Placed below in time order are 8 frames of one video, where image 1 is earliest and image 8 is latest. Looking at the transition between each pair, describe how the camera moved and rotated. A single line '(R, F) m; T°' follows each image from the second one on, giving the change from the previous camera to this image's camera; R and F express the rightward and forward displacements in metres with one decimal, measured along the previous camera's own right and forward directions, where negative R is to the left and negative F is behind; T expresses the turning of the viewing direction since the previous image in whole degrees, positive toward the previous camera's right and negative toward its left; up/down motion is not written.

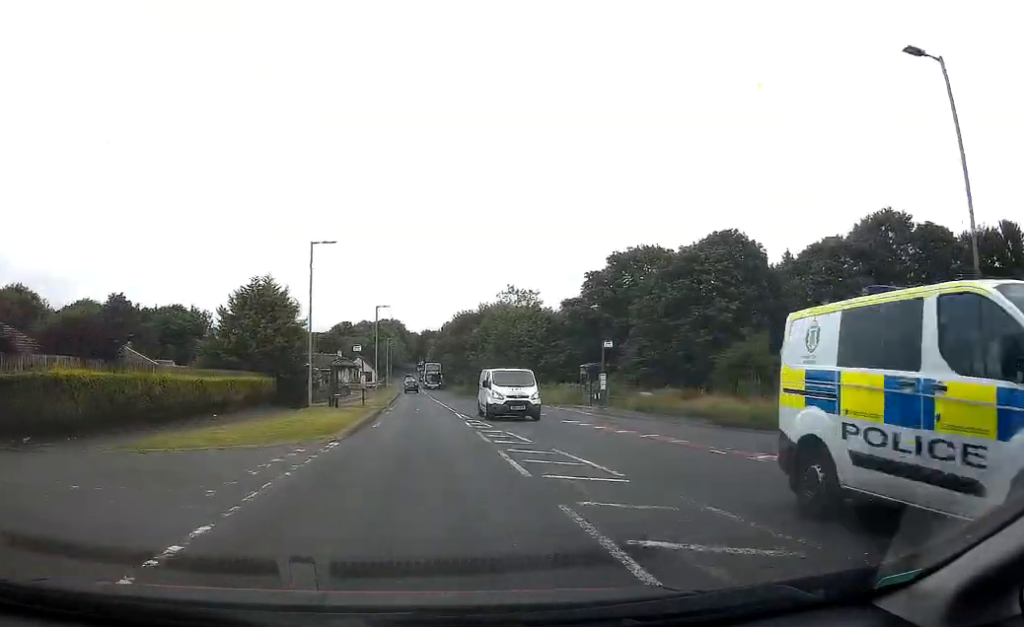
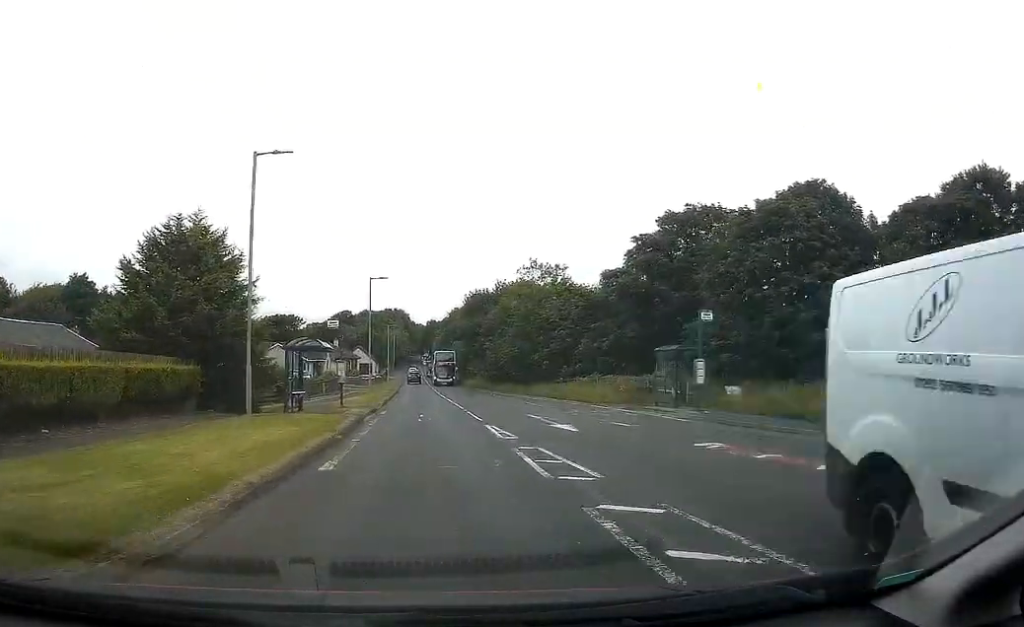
(0.0, +13.6) m; 0°
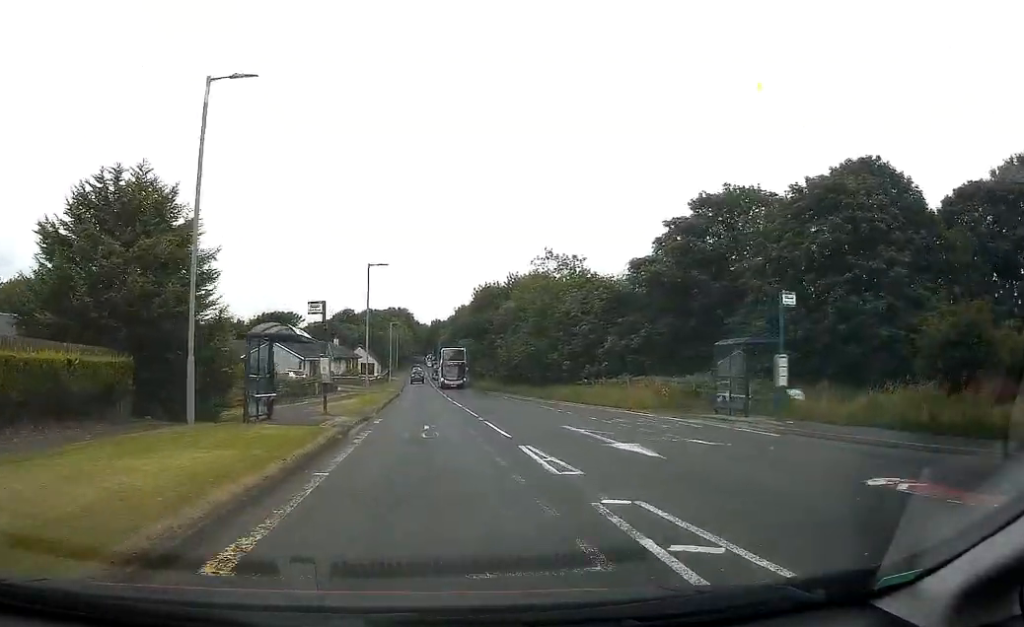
(0.0, +6.1) m; 0°
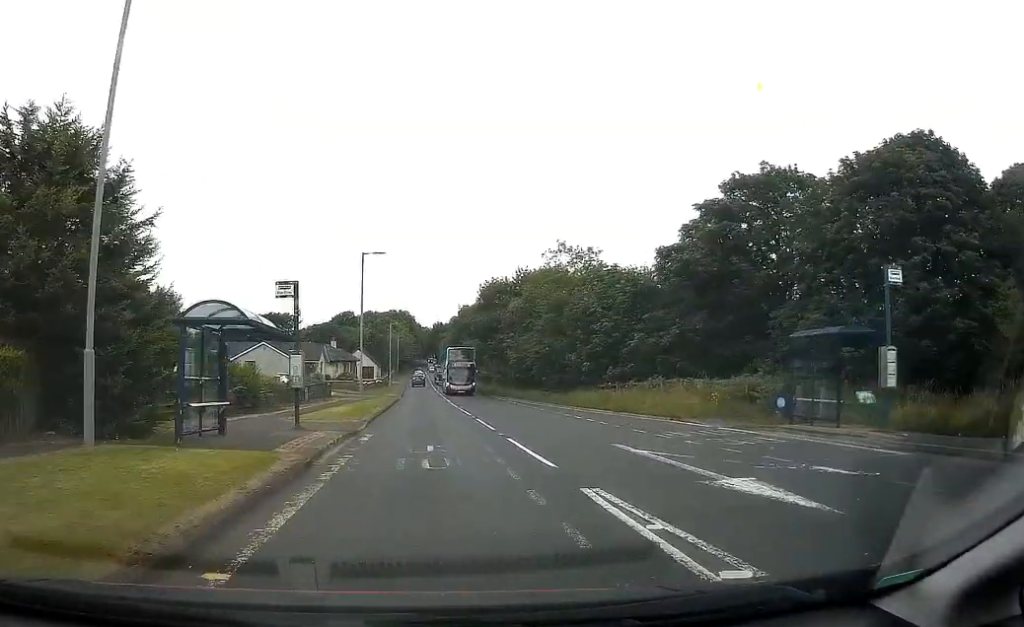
(0.0, +4.9) m; 0°
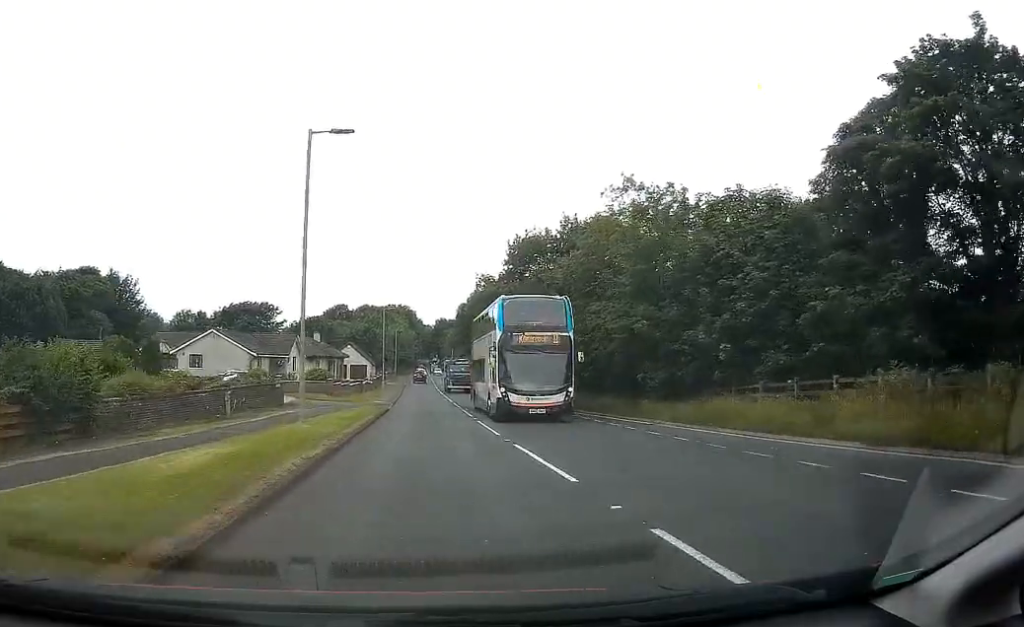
(-0.2, +19.4) m; -1°
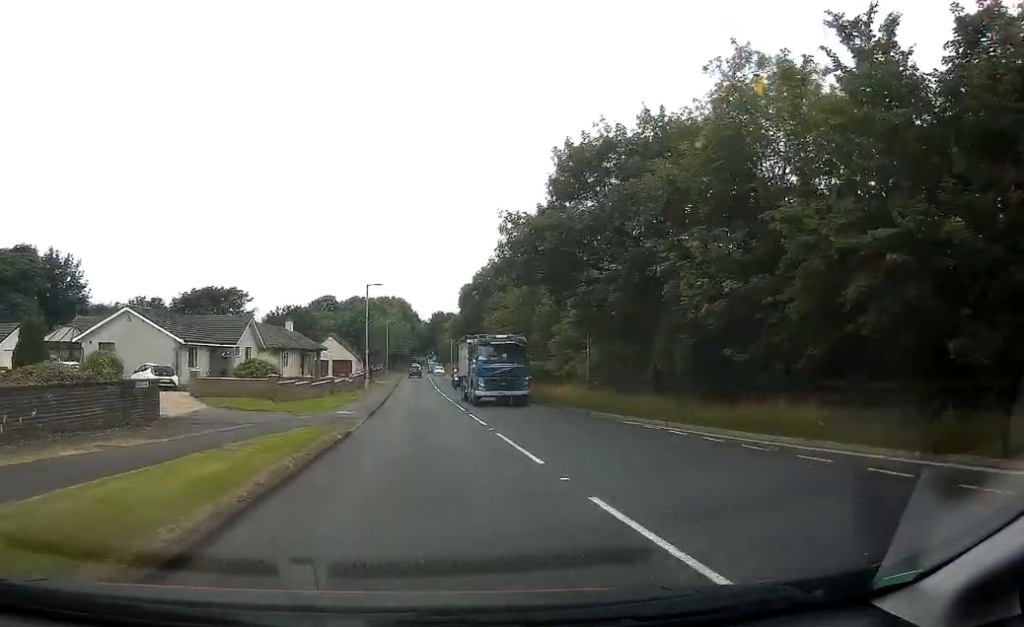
(+0.1, +16.5) m; +1°
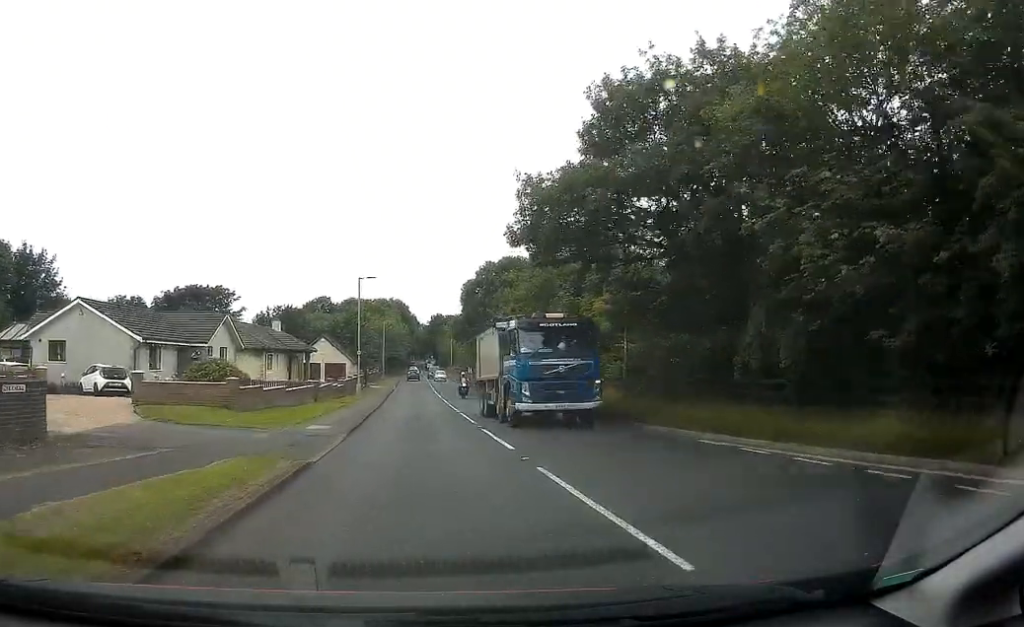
(0.0, +6.2) m; 0°
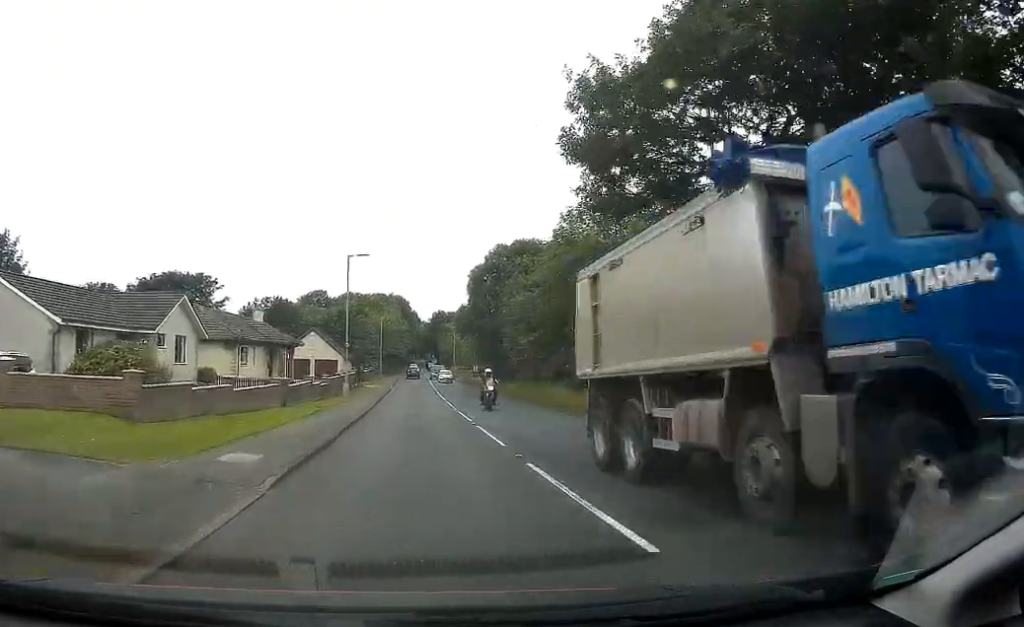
(0.0, +8.5) m; 0°
